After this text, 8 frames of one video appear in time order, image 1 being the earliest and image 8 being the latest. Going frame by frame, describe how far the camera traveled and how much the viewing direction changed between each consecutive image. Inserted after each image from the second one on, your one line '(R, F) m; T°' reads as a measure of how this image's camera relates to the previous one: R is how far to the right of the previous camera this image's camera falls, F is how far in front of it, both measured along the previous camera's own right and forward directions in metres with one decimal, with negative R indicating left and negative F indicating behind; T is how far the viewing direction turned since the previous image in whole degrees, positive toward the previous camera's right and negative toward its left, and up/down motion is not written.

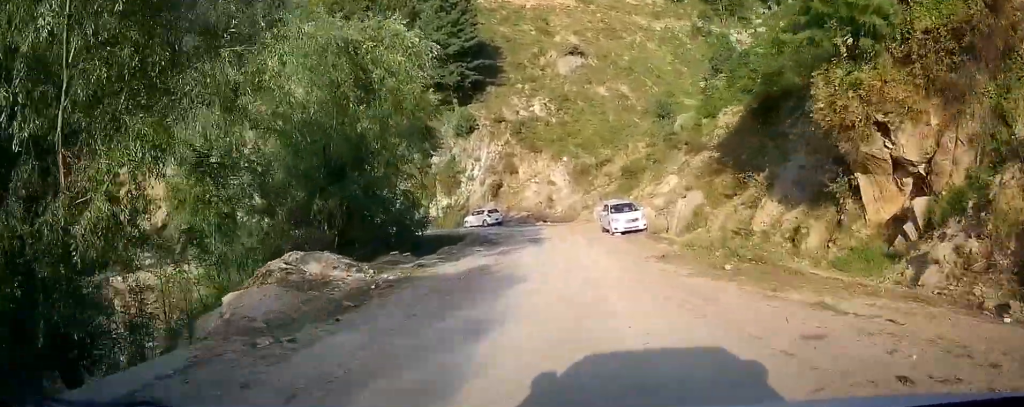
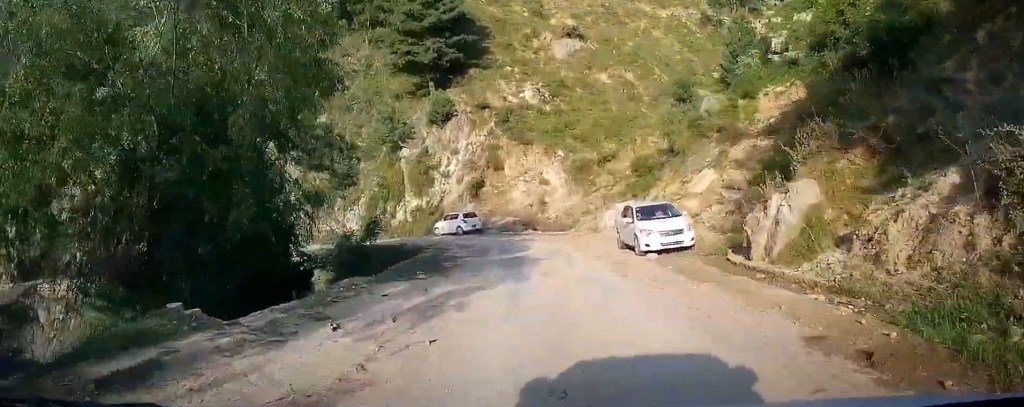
(+0.3, +10.6) m; 0°
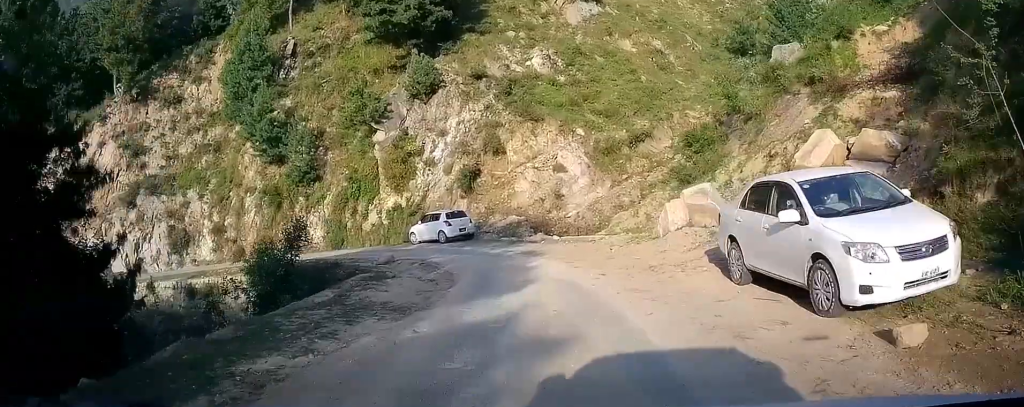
(-0.4, +11.0) m; -3°
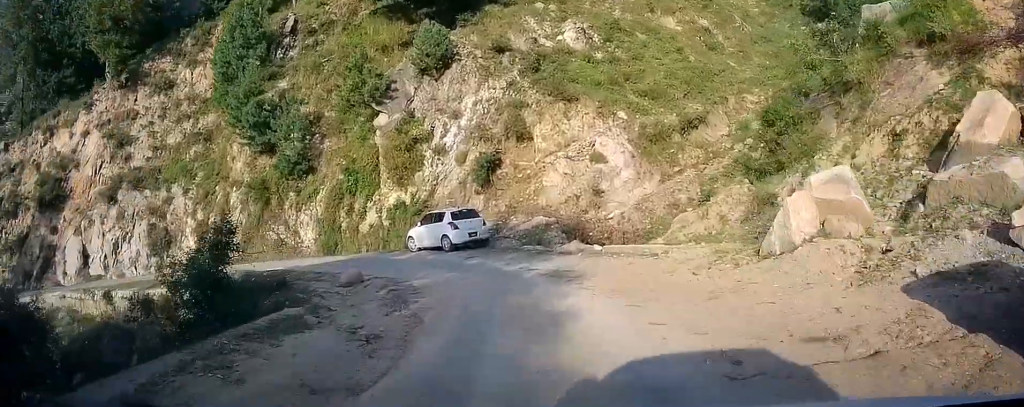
(-0.2, +6.2) m; -3°
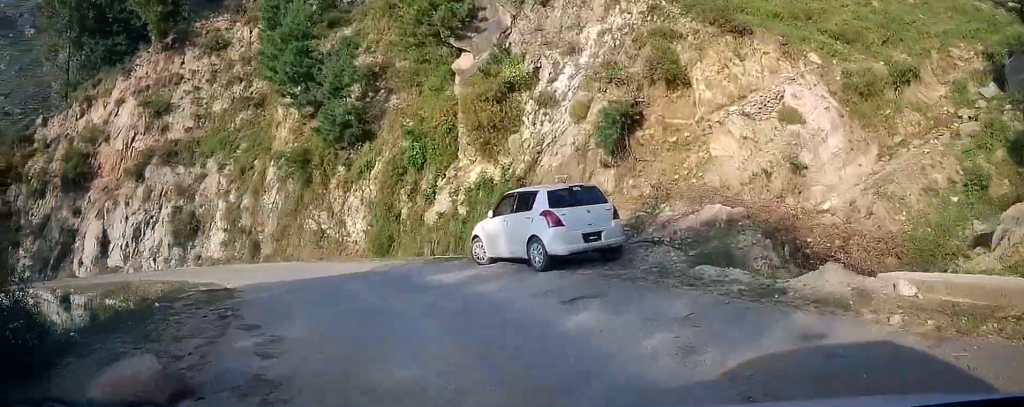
(-0.6, +11.2) m; -10°
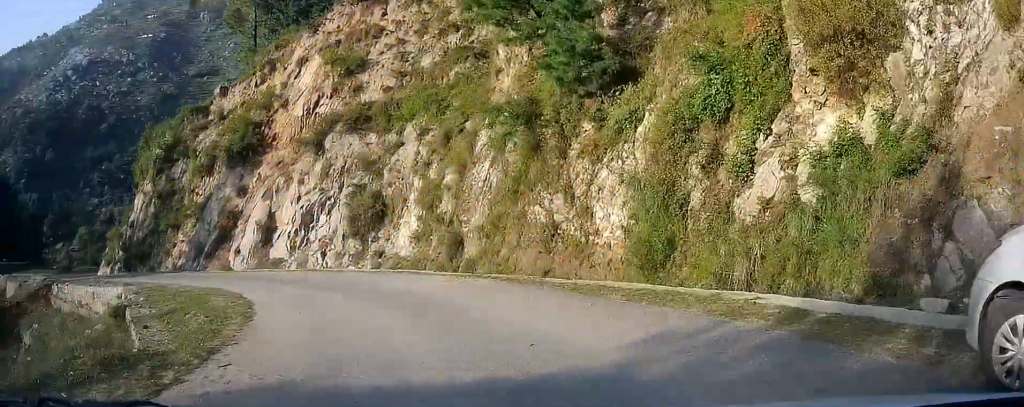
(-1.0, +10.5) m; -18°
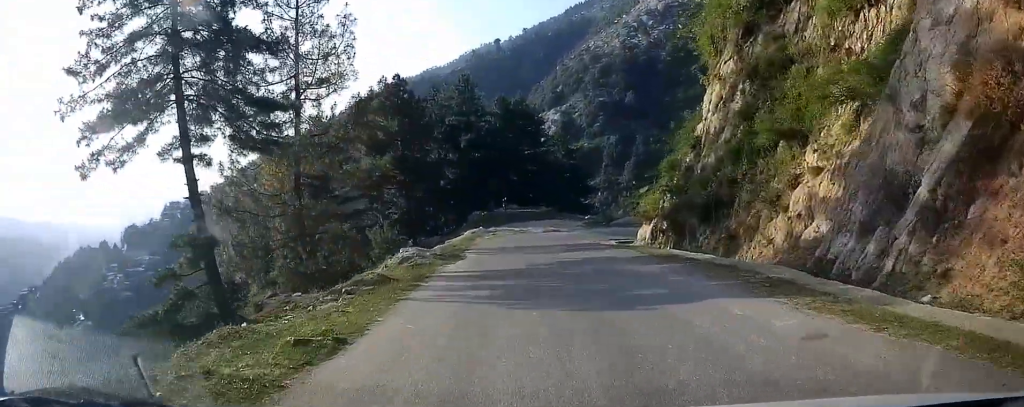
(-13.1, +21.7) m; -58°
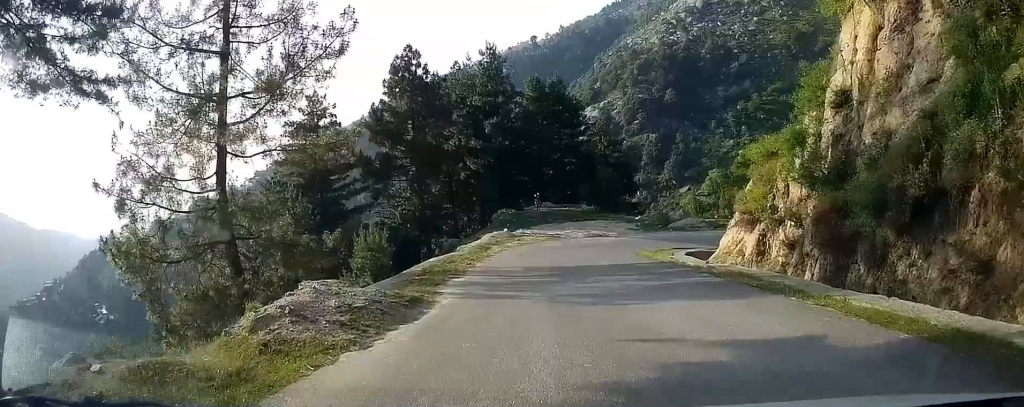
(-1.2, +9.2) m; -11°
